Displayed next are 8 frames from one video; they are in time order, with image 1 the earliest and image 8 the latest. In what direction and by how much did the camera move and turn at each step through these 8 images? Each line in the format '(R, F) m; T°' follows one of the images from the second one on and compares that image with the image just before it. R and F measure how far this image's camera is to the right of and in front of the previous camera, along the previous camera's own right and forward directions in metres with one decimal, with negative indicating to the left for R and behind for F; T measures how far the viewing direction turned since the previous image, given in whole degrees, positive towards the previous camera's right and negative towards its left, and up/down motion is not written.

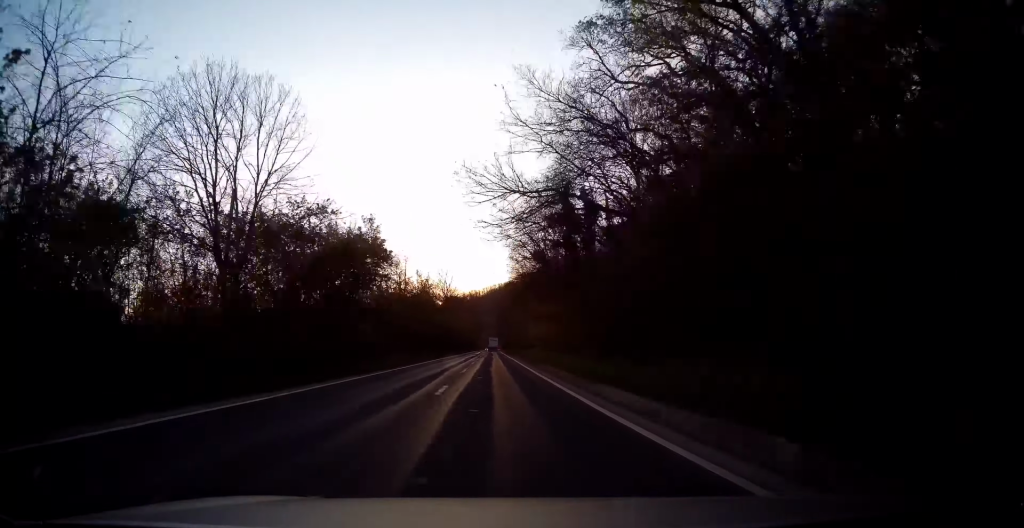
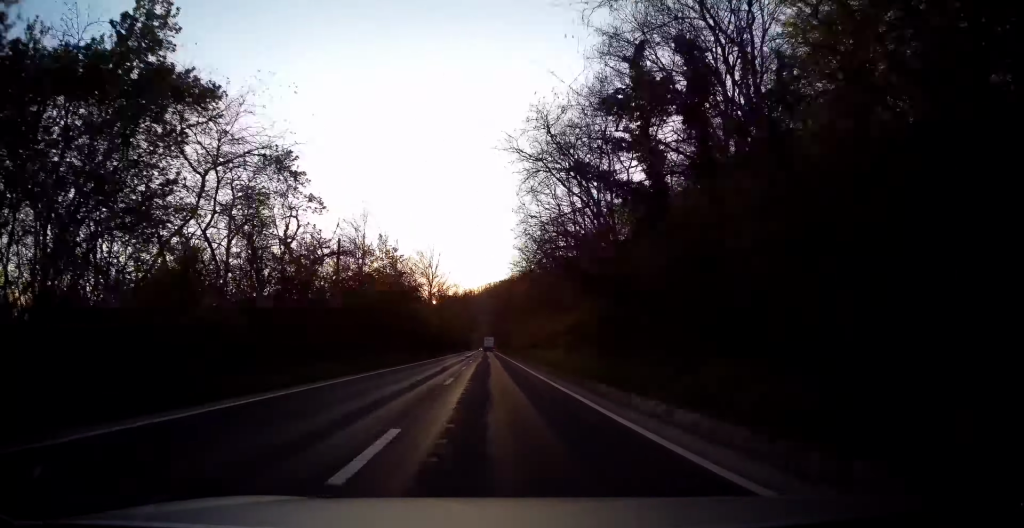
(+0.6, +20.9) m; 0°
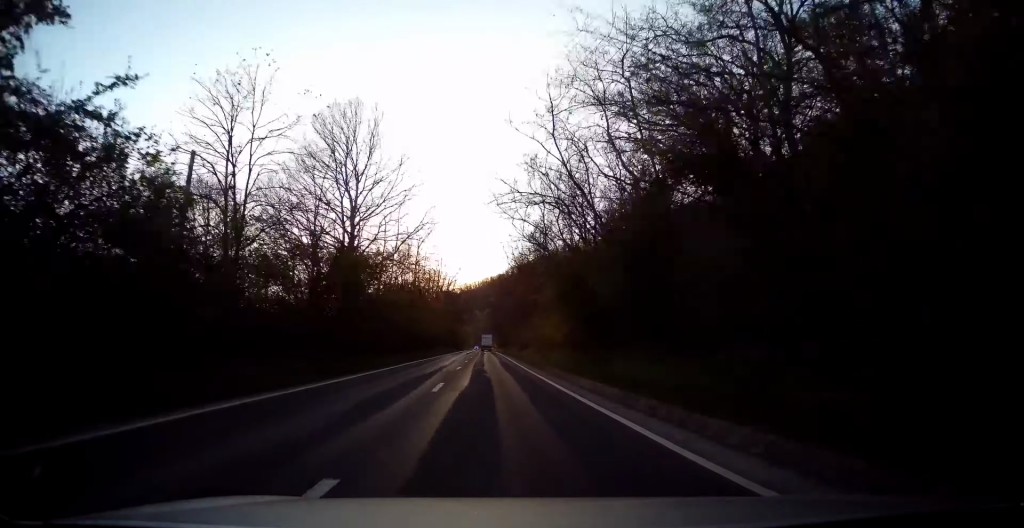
(-0.8, +53.1) m; 0°
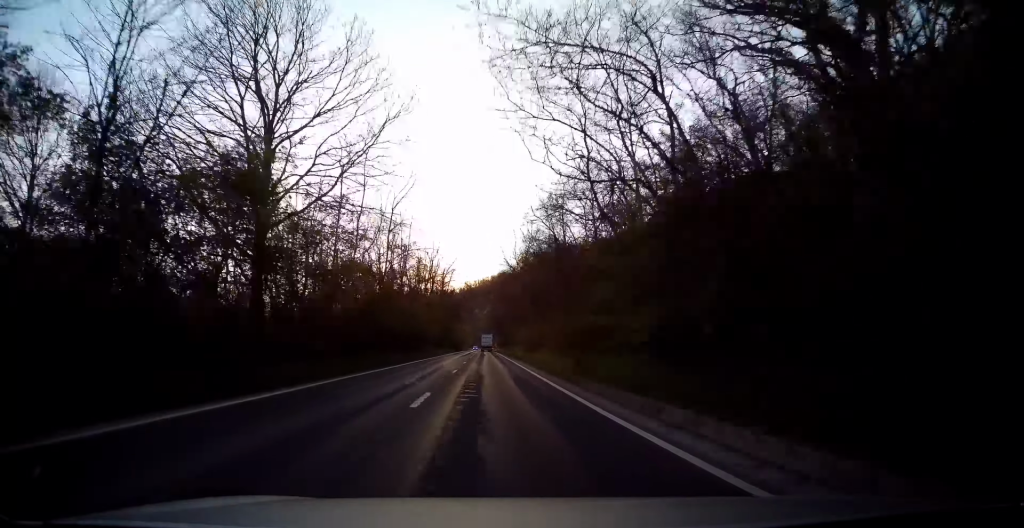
(+0.1, +16.0) m; 0°
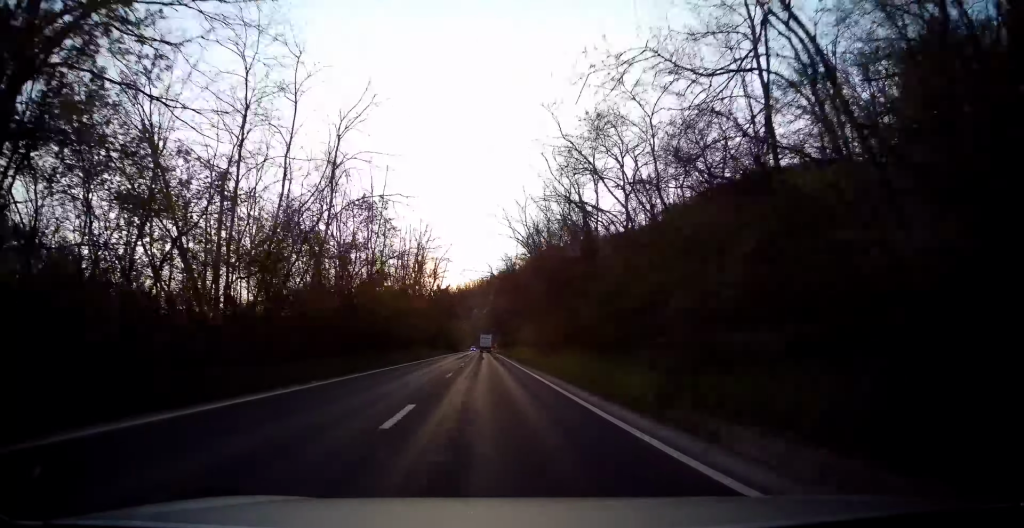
(+0.2, +15.0) m; 0°
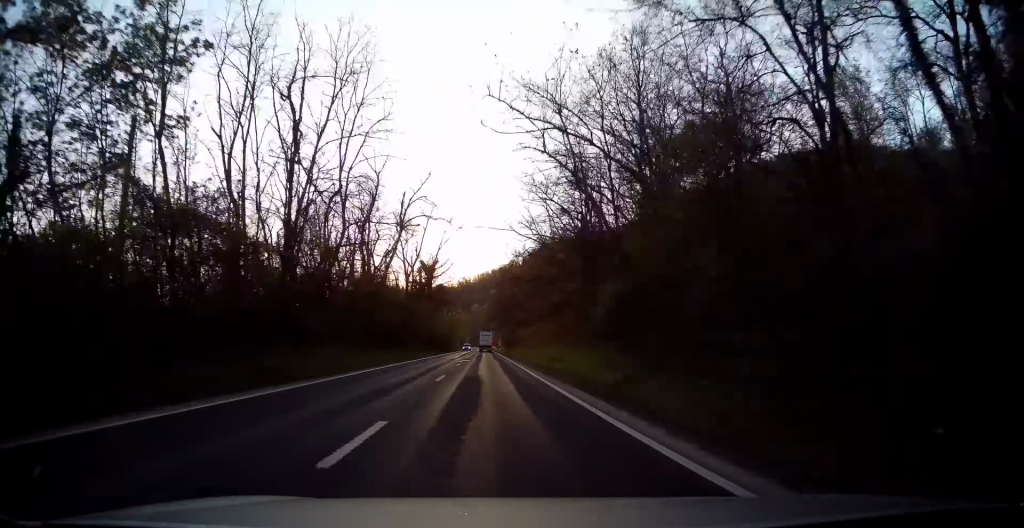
(-0.1, +39.5) m; +1°
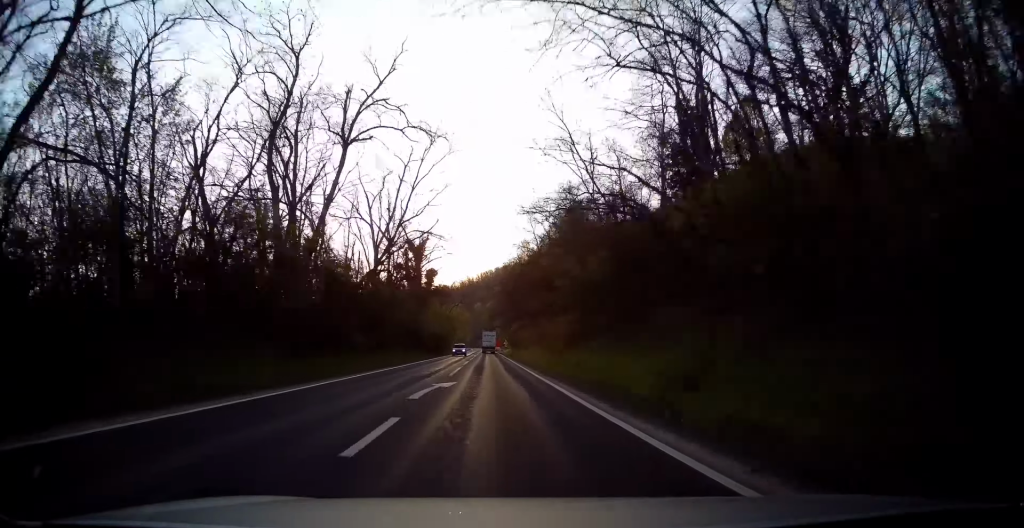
(+0.5, +24.3) m; 0°
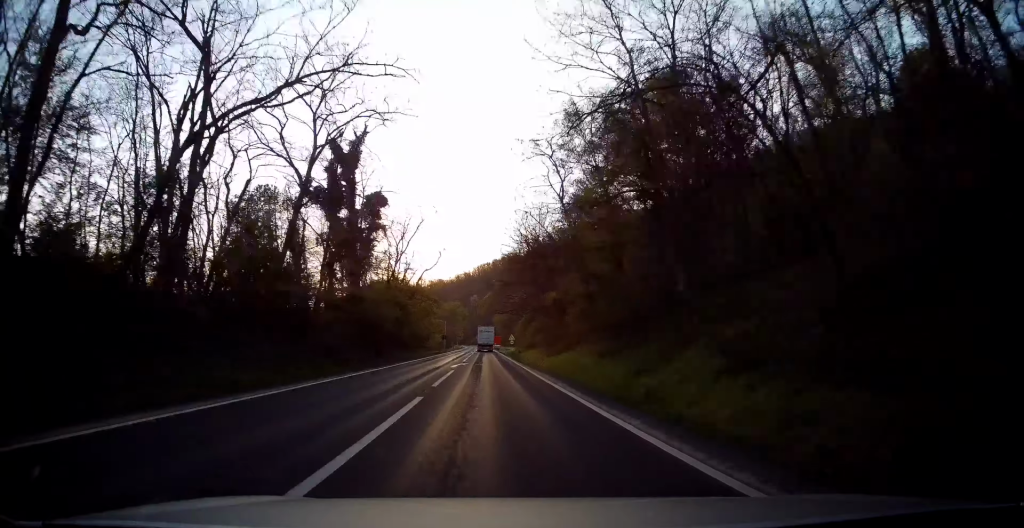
(-1.1, +43.2) m; -1°
